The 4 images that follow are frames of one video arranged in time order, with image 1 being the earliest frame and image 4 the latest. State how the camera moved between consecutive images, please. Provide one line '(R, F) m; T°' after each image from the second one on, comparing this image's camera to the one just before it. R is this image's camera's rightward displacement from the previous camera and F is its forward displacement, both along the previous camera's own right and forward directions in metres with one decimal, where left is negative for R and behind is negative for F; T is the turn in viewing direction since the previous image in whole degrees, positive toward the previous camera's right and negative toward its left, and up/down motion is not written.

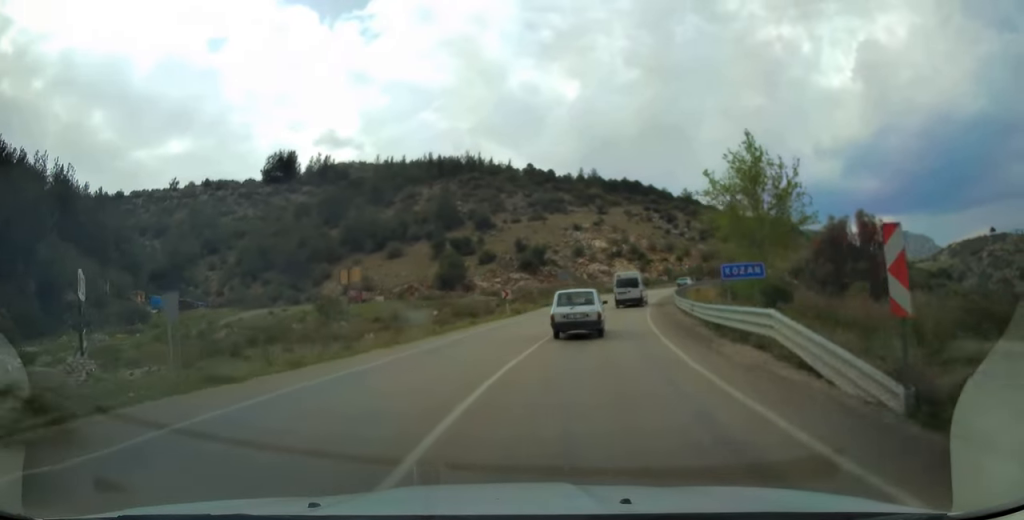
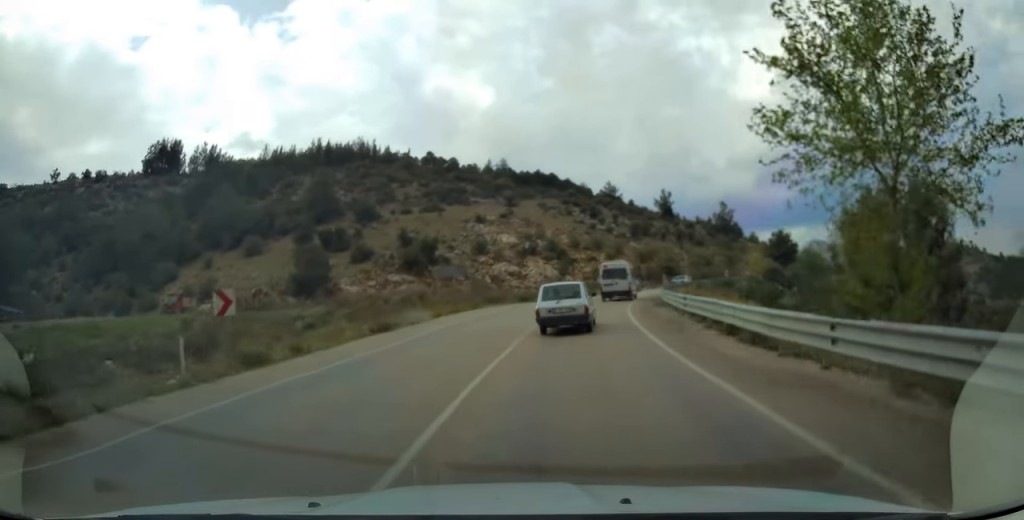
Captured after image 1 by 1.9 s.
(+2.7, +28.5) m; +9°
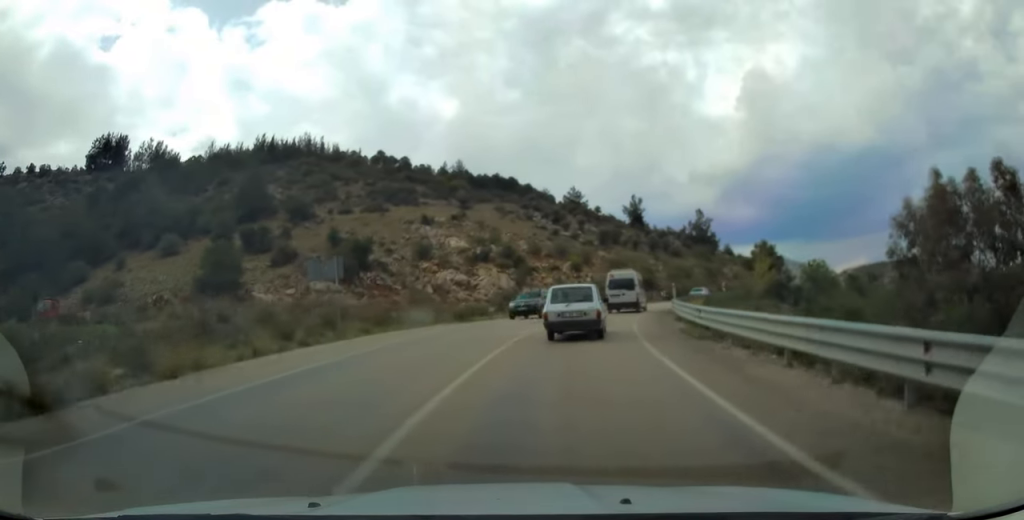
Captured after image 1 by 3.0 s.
(+0.4, +15.1) m; +4°
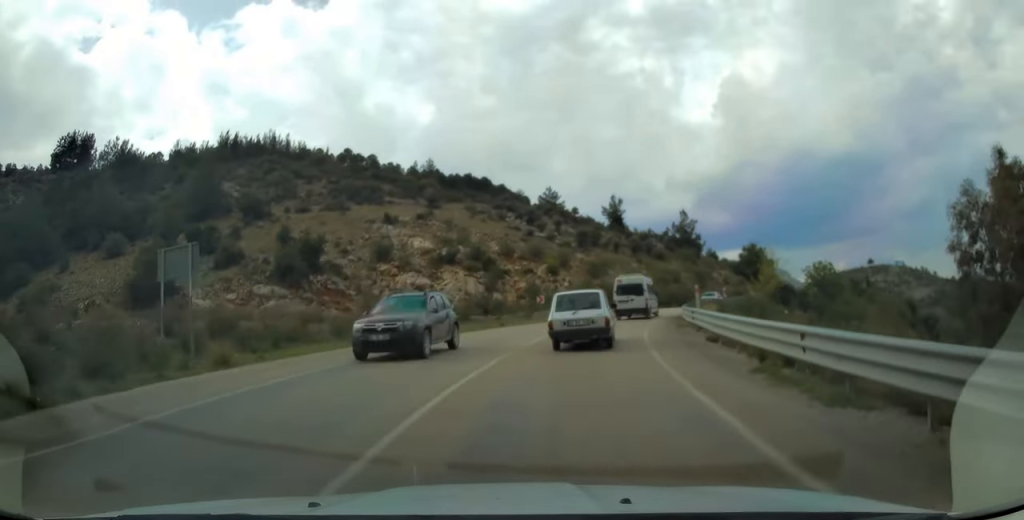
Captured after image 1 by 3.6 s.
(+0.2, +8.6) m; +3°
